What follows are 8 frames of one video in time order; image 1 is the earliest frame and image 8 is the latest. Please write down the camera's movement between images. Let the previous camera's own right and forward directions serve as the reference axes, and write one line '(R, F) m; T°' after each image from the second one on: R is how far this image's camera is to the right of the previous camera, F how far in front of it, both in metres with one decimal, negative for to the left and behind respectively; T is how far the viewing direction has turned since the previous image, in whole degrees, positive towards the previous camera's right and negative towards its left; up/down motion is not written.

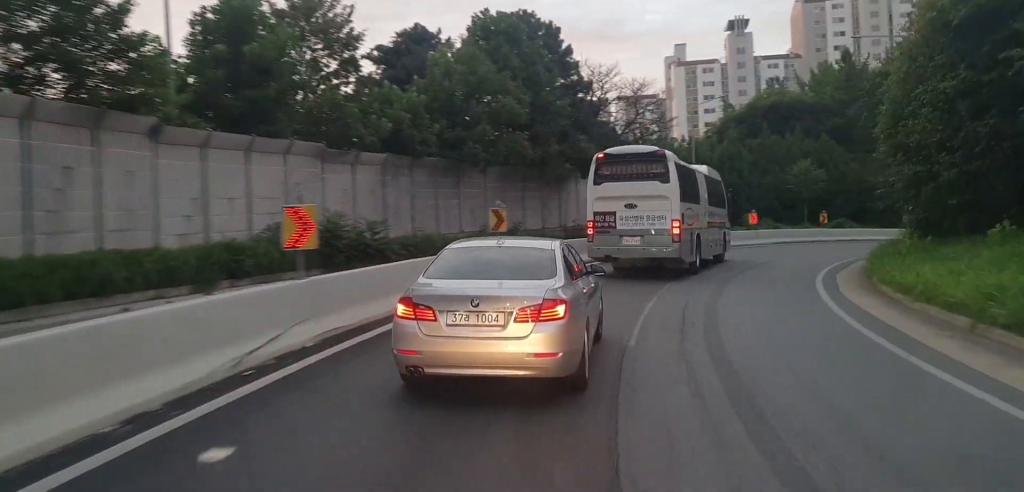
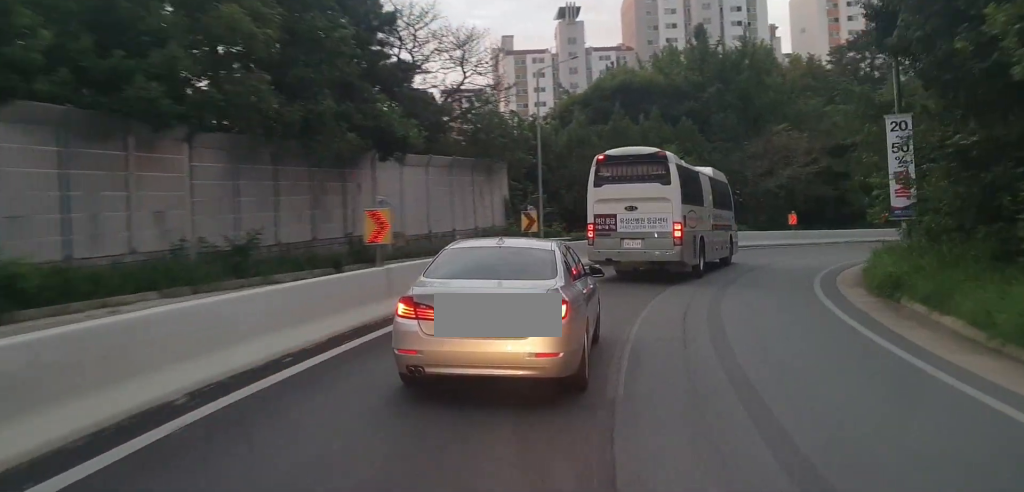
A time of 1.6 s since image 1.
(+1.0, +16.2) m; +11°
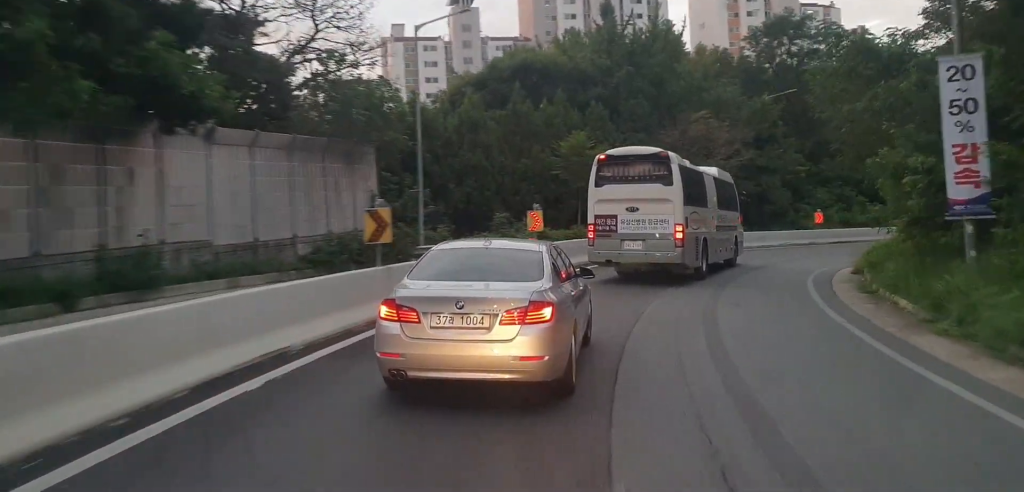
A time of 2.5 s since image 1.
(+0.7, +9.2) m; +9°
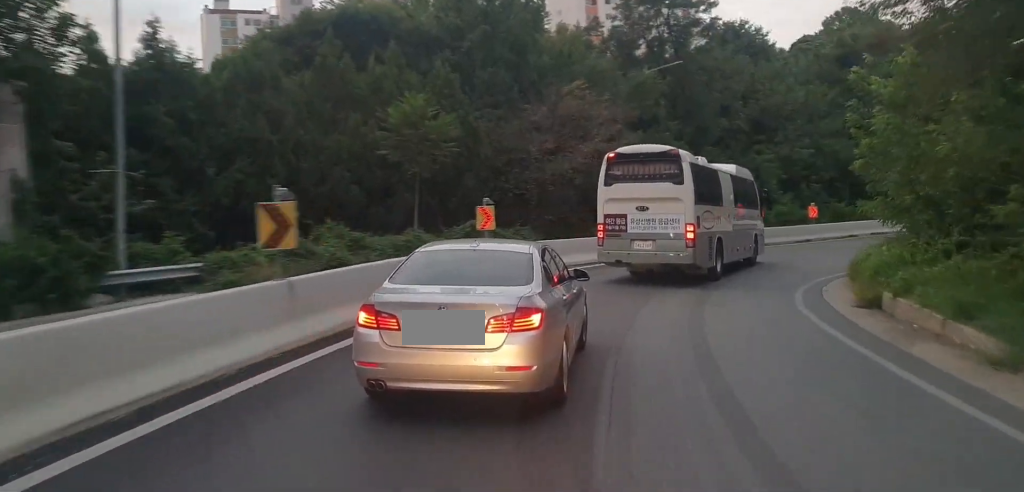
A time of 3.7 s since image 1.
(+1.3, +12.9) m; +12°
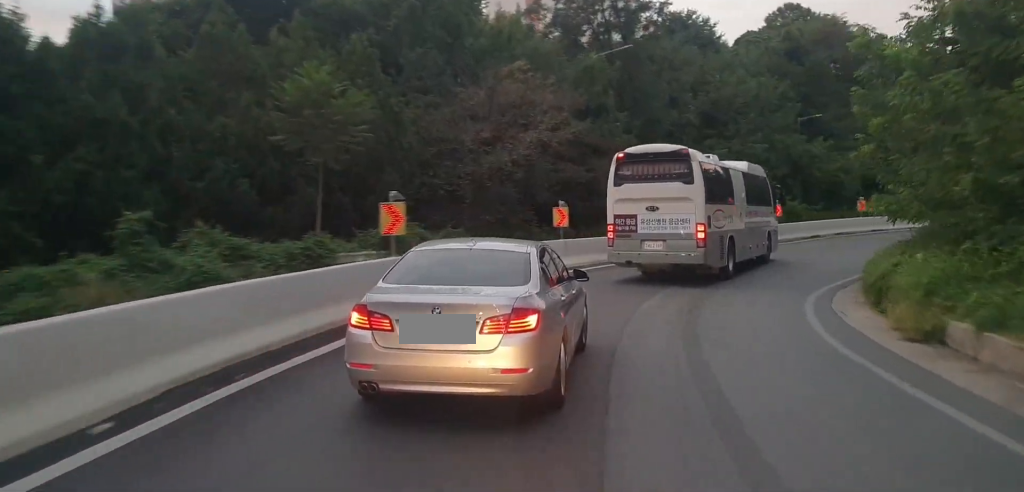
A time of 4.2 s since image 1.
(+0.1, +5.2) m; +5°
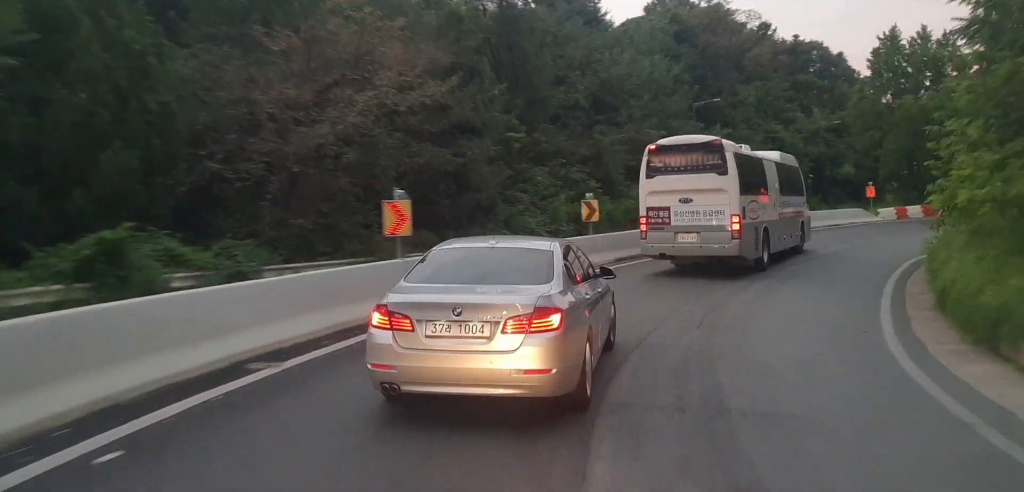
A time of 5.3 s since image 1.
(+1.1, +10.7) m; +9°
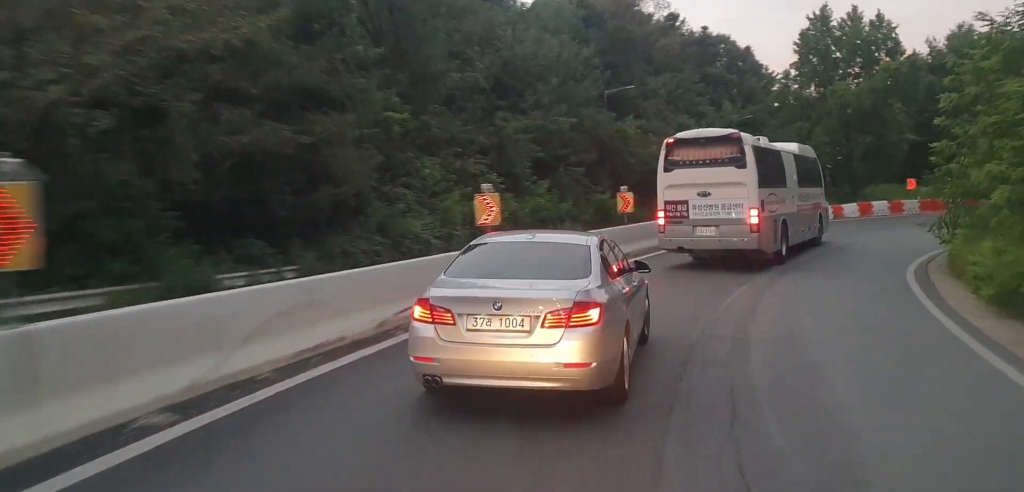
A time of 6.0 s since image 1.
(+0.1, +7.7) m; +7°
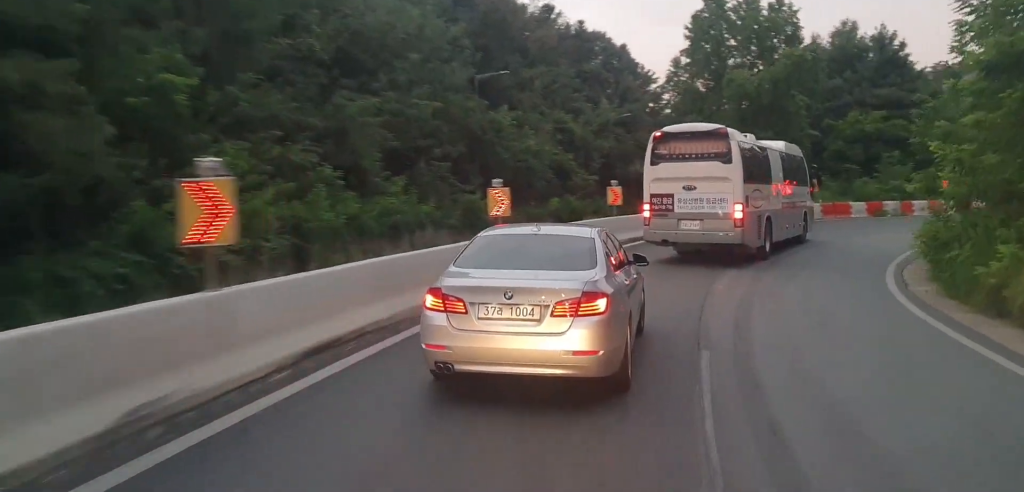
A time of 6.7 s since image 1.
(+0.8, +7.6) m; +5°
